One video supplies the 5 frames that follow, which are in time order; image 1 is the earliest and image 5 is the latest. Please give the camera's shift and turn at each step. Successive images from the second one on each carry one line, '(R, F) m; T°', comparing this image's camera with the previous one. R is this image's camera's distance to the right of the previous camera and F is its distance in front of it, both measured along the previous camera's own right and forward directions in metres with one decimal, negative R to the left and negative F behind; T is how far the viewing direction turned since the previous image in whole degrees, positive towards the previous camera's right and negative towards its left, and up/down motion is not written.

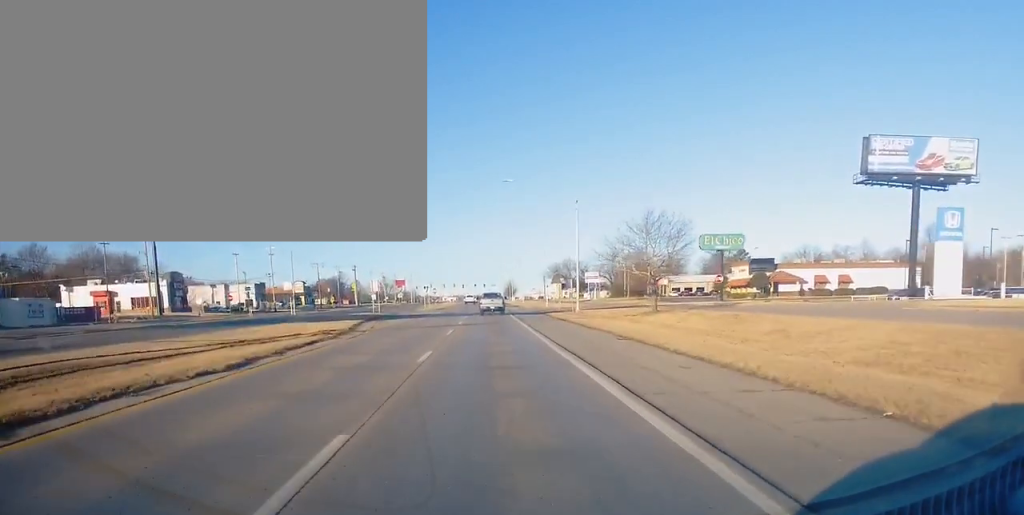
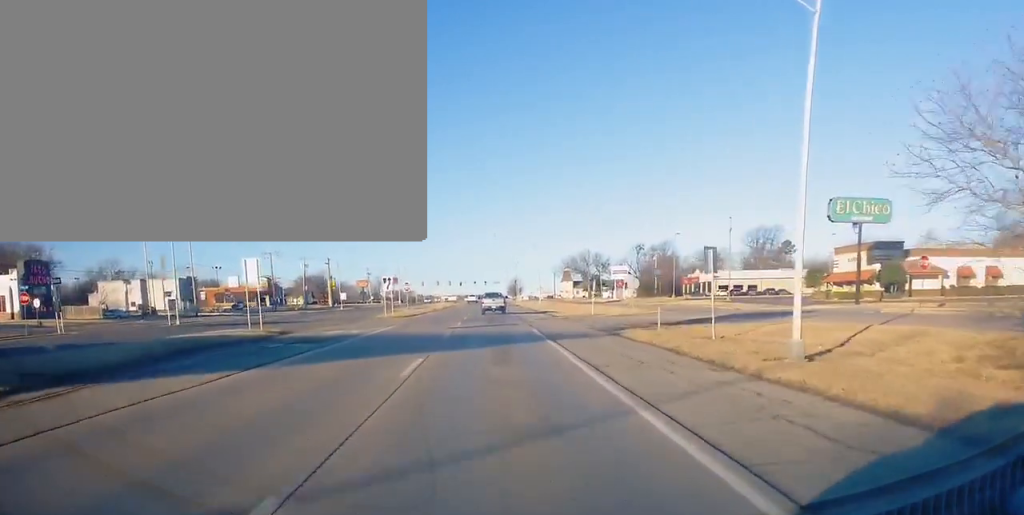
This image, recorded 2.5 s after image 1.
(0.0, +44.1) m; 0°
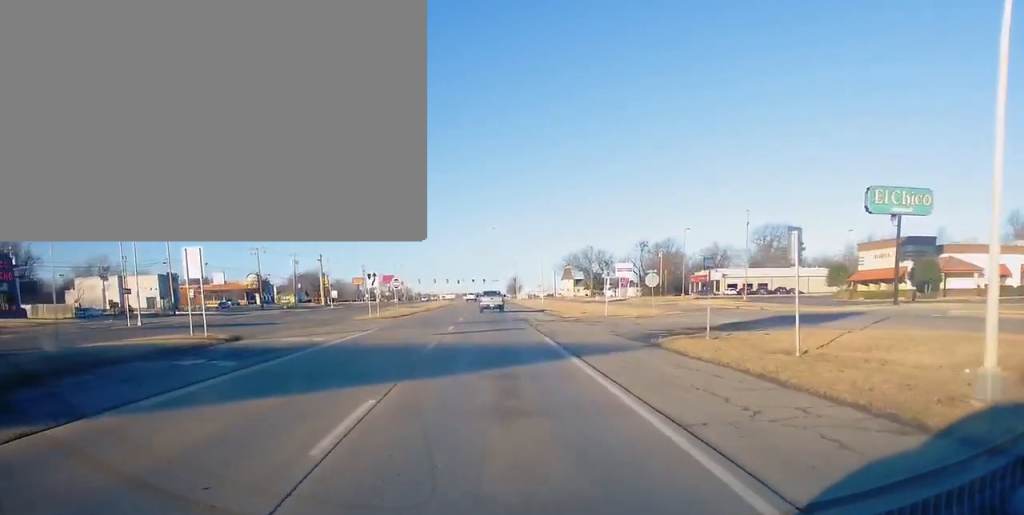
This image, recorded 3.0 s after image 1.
(0.0, +7.9) m; 0°
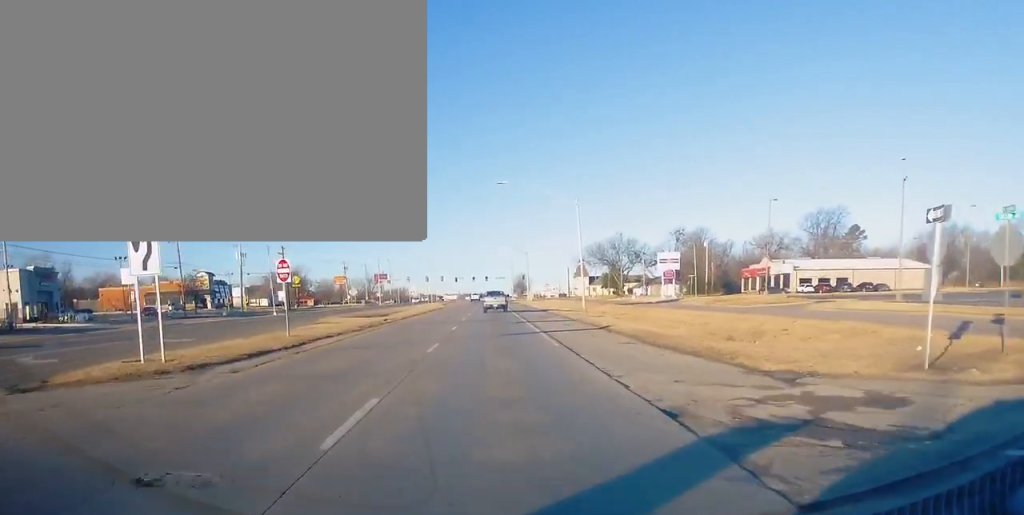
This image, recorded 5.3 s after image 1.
(0.0, +40.3) m; 0°
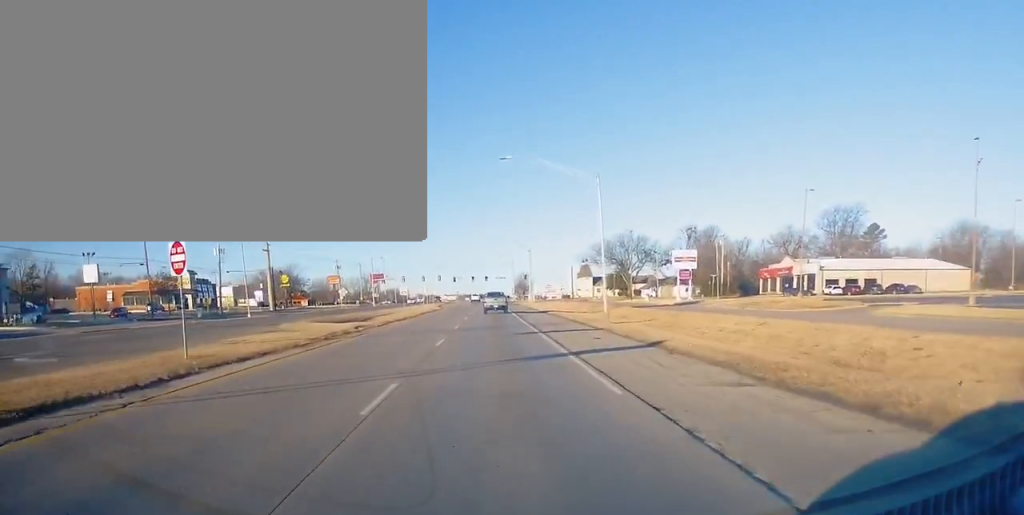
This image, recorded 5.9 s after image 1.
(0.0, +11.1) m; -1°
